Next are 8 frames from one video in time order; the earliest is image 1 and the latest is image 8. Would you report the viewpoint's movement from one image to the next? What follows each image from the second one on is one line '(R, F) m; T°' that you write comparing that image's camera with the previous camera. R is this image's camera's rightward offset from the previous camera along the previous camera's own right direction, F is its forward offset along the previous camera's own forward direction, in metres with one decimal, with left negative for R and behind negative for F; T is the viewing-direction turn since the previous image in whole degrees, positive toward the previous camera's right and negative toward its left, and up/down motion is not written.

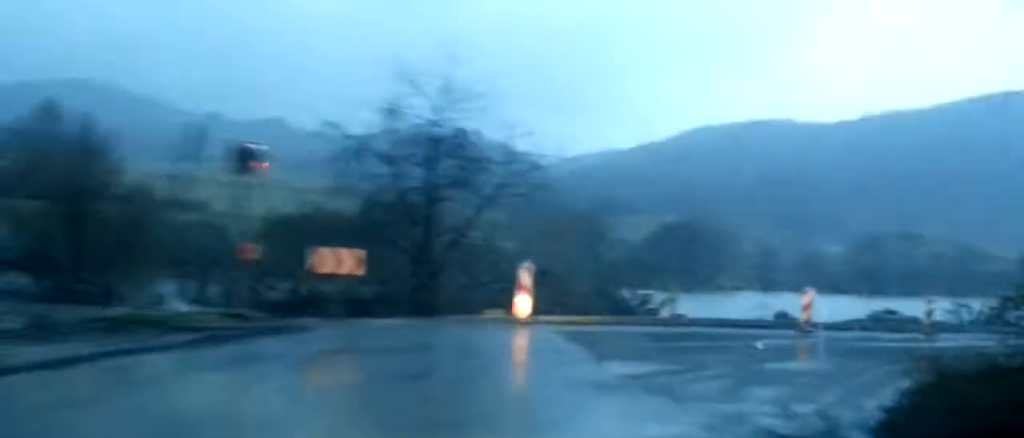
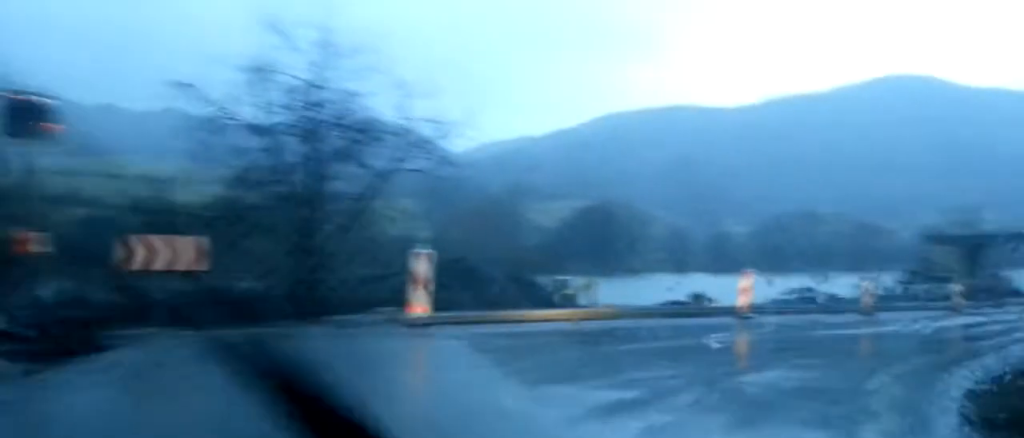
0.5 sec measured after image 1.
(-0.2, +3.1) m; +4°
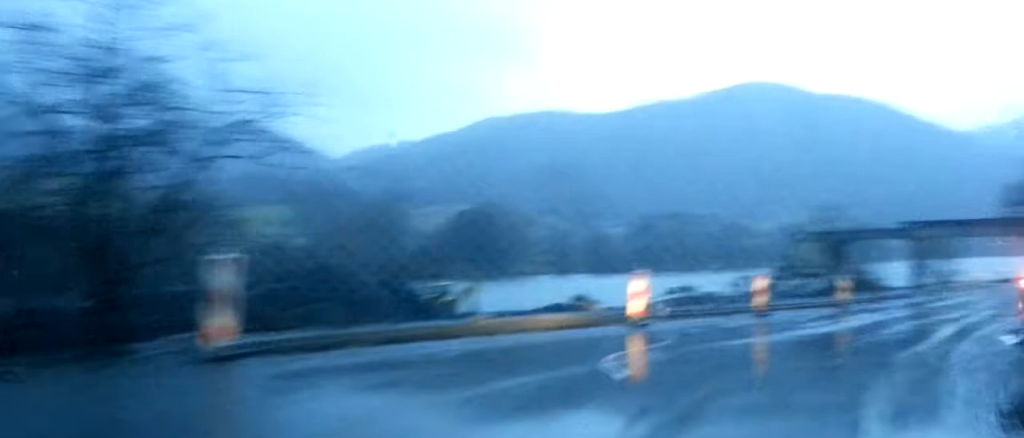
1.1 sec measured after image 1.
(-0.1, +3.0) m; +5°
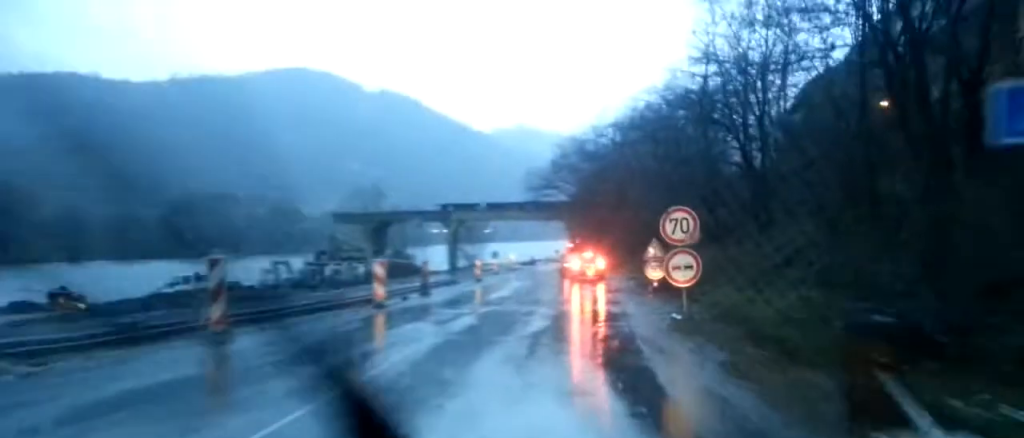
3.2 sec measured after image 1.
(+2.8, +10.7) m; +23°
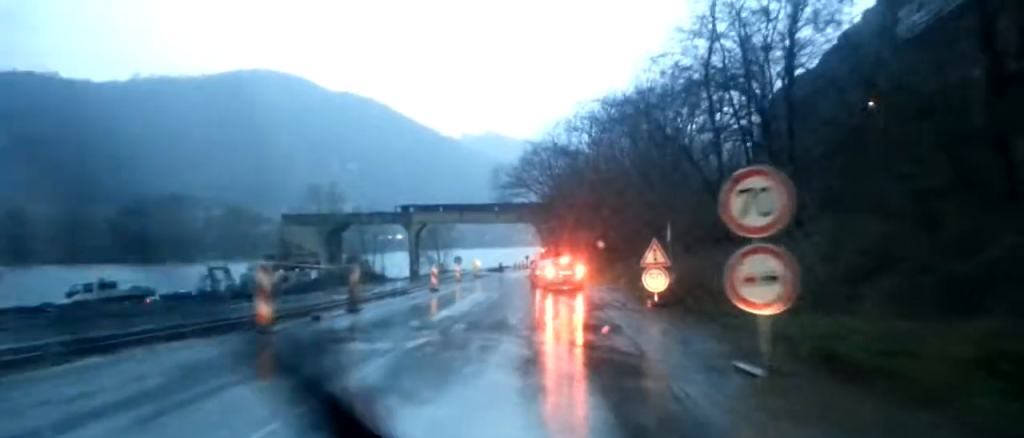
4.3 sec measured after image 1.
(+0.4, +5.5) m; +8°
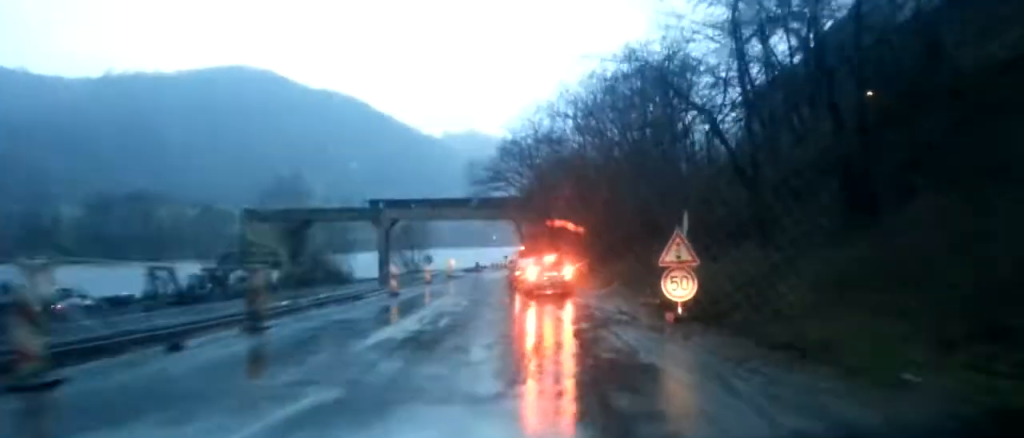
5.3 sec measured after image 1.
(+0.2, +4.4) m; +5°
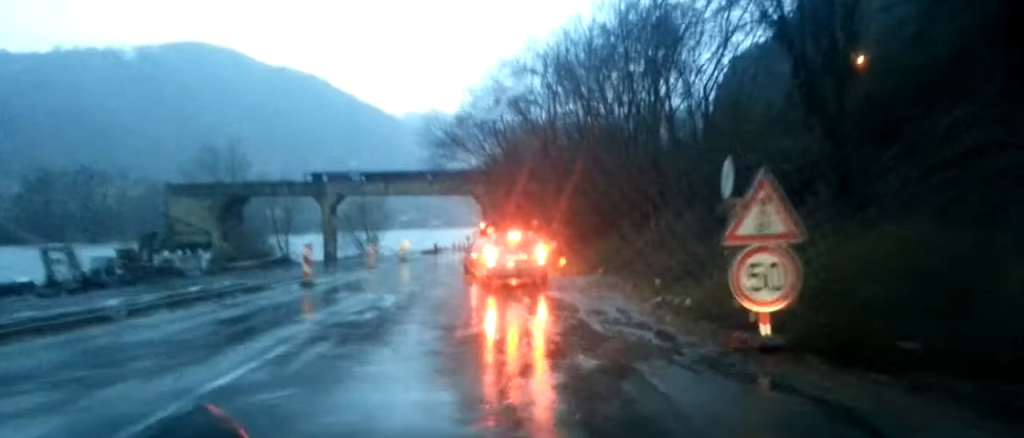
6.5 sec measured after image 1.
(+0.4, +5.8) m; +8°
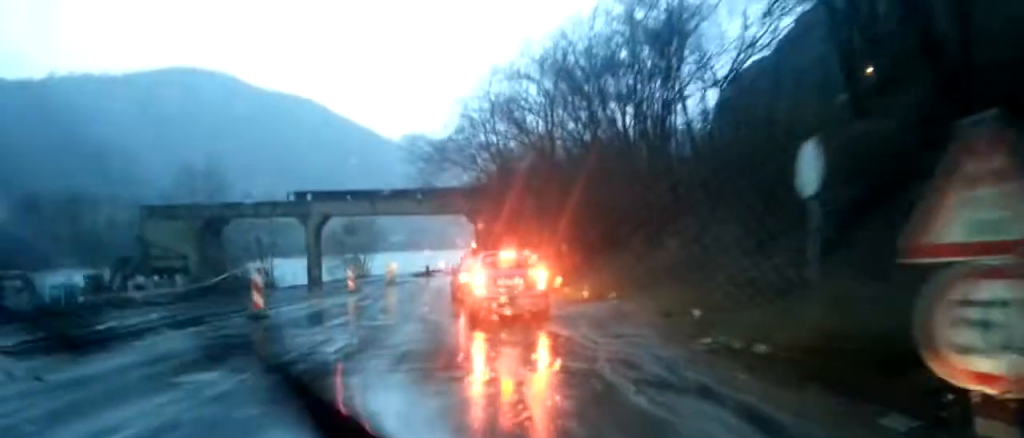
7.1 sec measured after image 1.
(+0.1, +3.4) m; +3°
